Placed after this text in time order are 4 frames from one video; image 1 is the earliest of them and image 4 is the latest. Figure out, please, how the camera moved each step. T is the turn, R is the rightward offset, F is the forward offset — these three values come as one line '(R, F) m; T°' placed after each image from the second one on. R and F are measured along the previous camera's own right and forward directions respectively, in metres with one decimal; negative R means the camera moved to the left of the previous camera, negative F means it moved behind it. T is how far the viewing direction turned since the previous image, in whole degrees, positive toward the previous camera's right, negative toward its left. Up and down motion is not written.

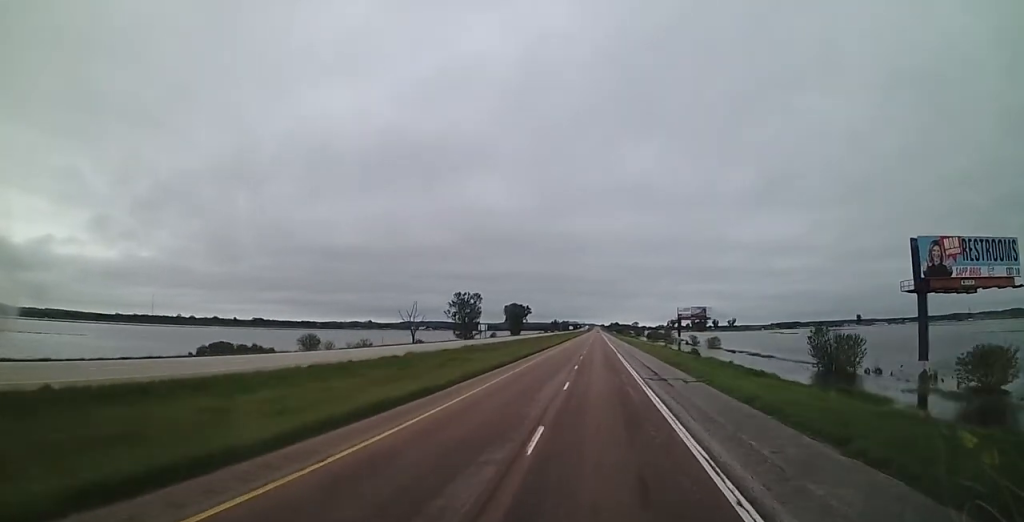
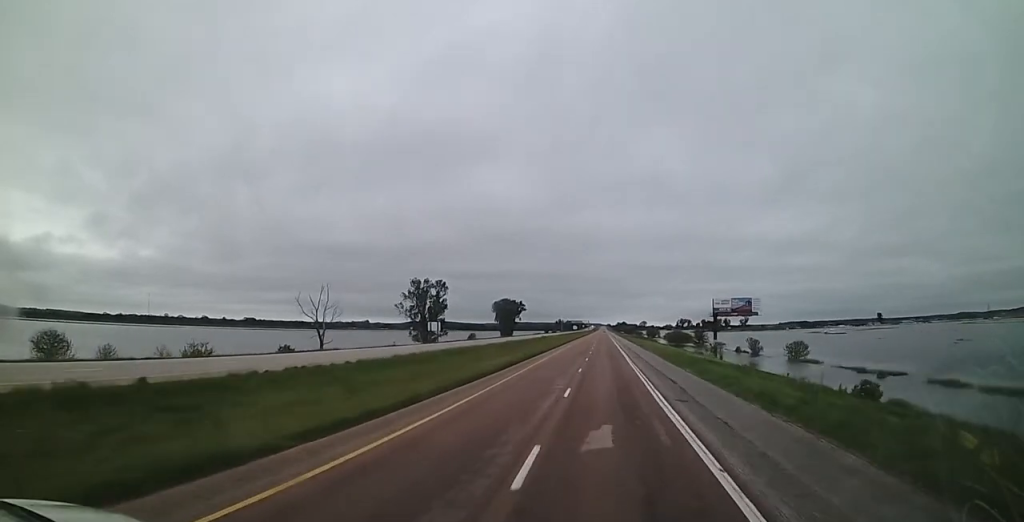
(-0.4, +63.5) m; -1°
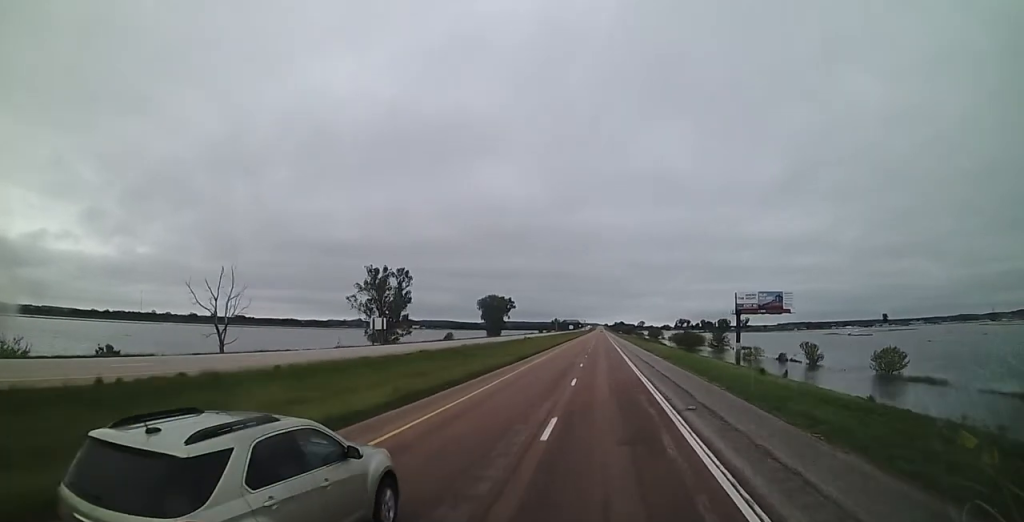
(-0.1, +32.7) m; 0°
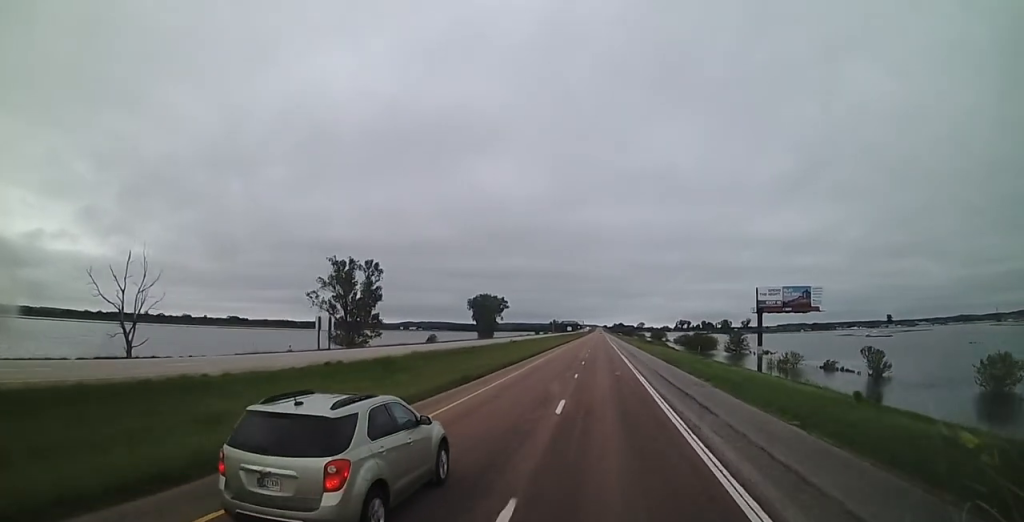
(+0.1, +20.3) m; 0°
